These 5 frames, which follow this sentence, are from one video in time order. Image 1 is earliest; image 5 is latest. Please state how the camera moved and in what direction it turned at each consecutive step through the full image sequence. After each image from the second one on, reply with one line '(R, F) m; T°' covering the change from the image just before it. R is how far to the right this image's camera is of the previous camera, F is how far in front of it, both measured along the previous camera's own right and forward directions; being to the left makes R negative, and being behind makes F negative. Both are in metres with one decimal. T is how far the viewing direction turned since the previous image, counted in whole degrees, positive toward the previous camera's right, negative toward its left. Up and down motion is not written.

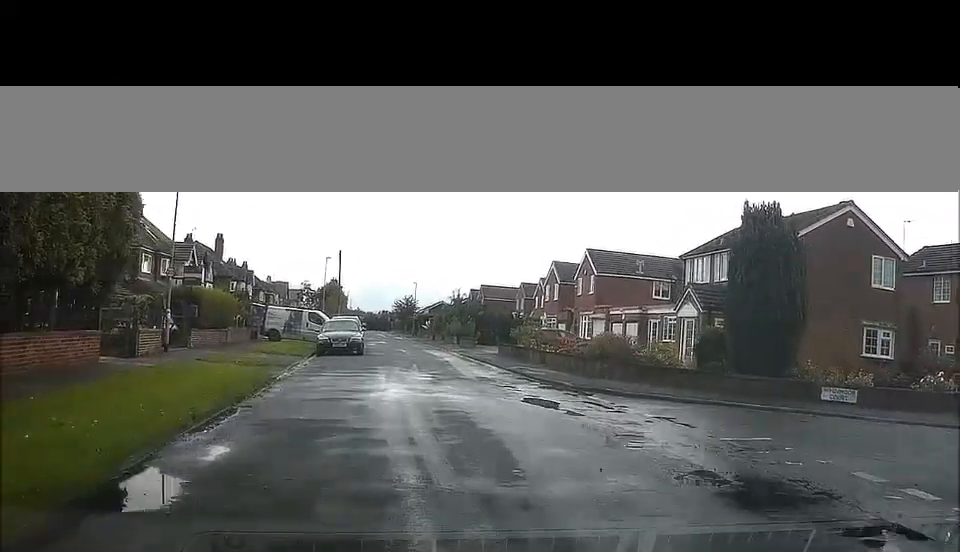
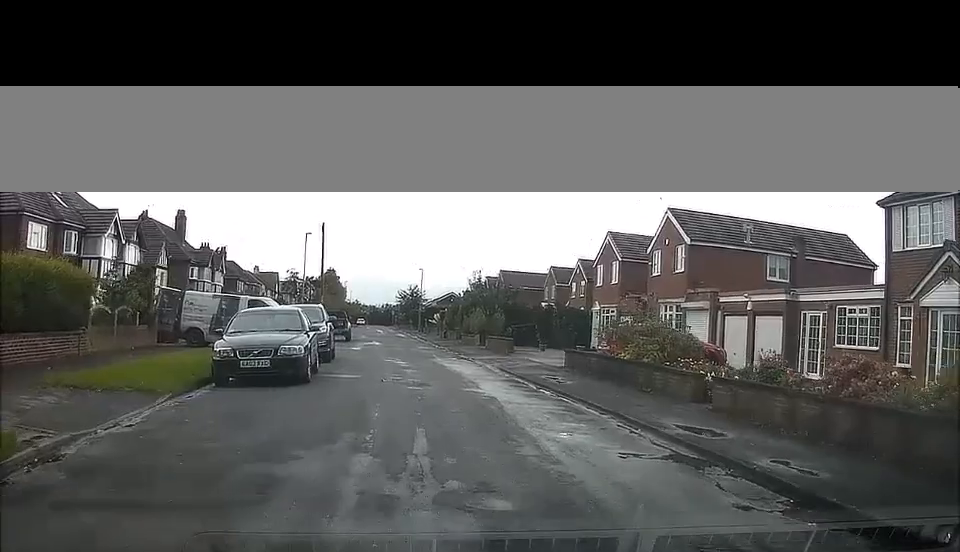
(-0.1, +17.8) m; -4°
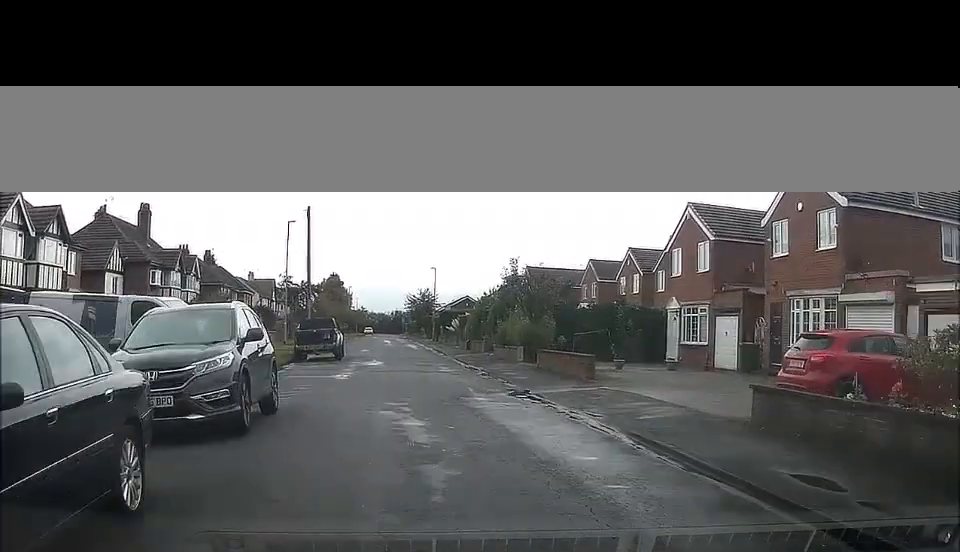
(-0.1, +13.3) m; 0°
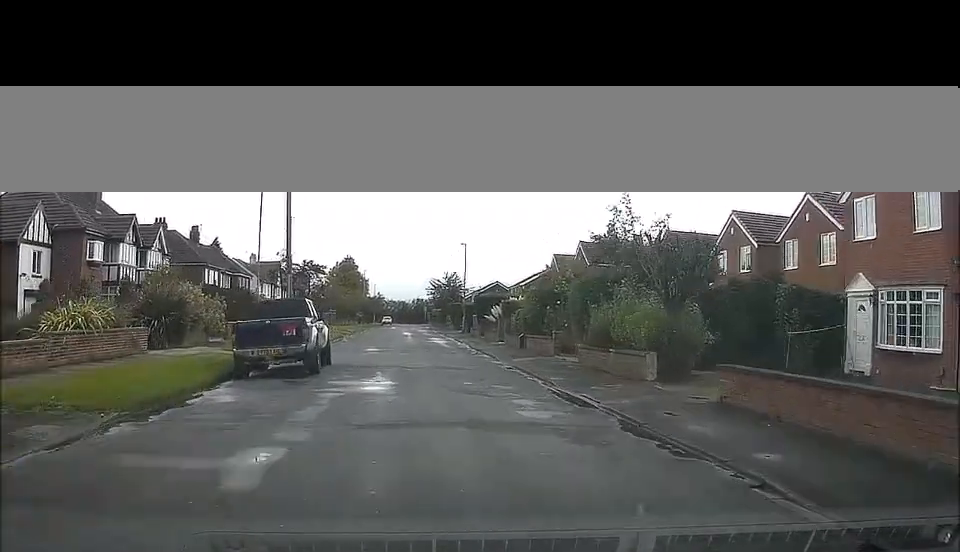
(0.0, +15.6) m; -1°
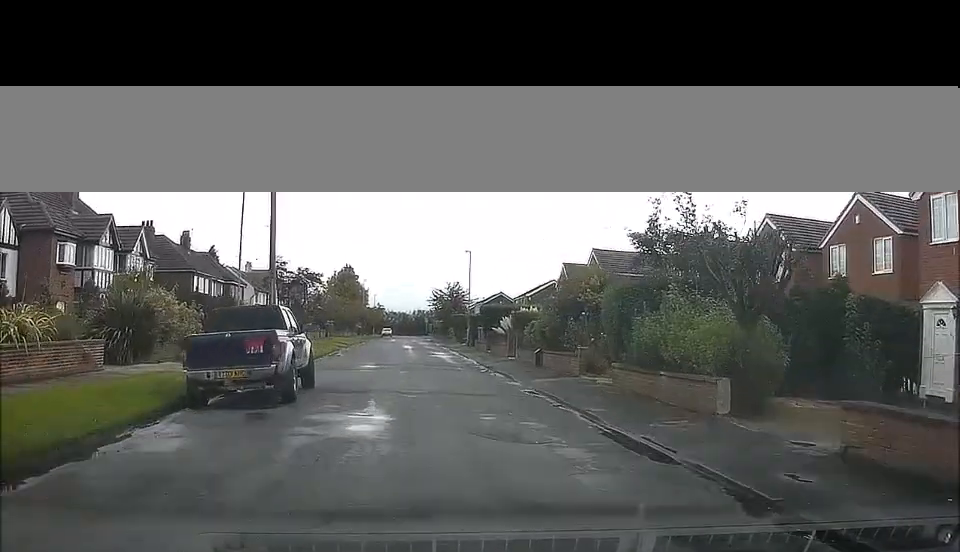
(0.0, +4.3) m; 0°
